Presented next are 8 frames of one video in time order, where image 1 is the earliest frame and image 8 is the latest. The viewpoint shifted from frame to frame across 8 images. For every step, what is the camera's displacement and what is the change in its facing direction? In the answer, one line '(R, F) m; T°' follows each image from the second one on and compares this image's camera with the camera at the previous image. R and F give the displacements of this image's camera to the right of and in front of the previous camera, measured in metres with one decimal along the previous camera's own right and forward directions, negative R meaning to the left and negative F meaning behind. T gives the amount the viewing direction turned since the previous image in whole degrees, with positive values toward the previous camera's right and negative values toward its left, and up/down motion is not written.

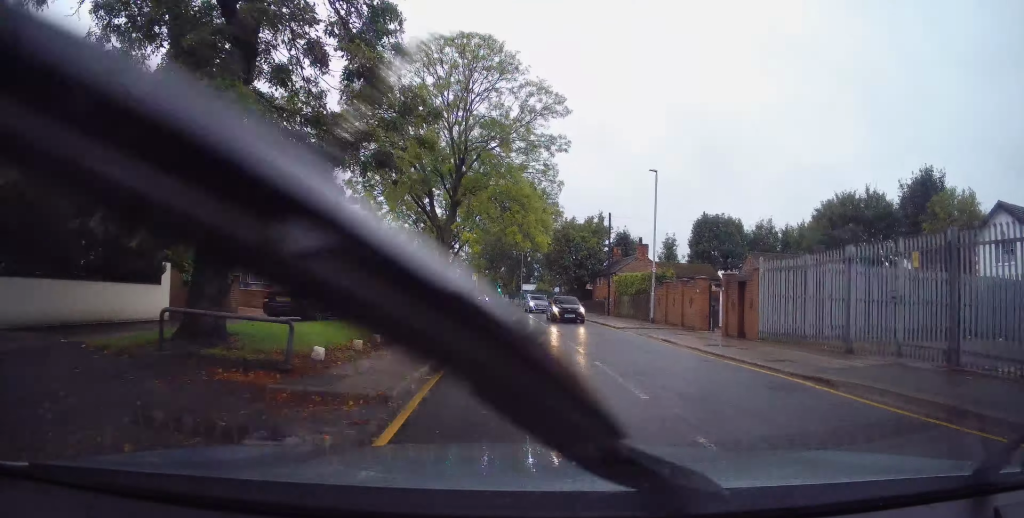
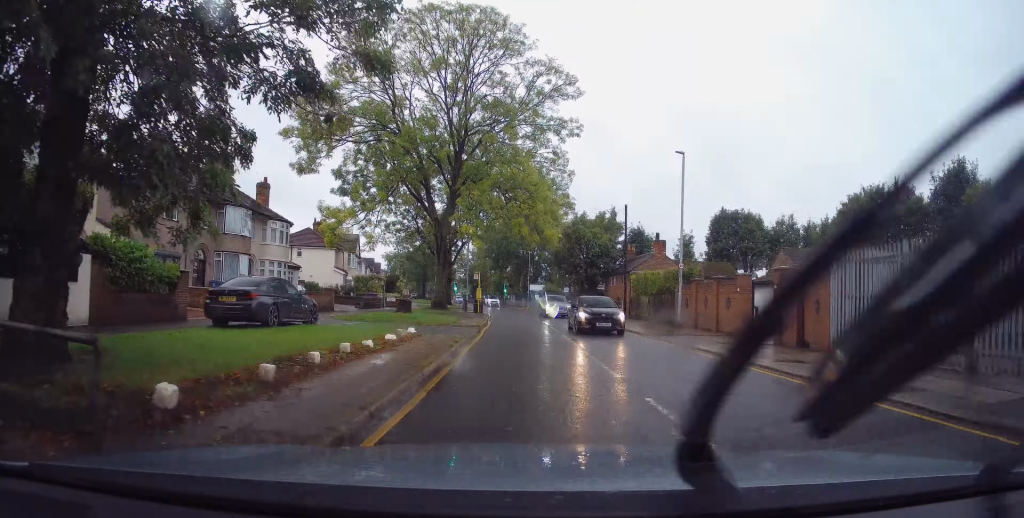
(0.0, +3.9) m; -1°
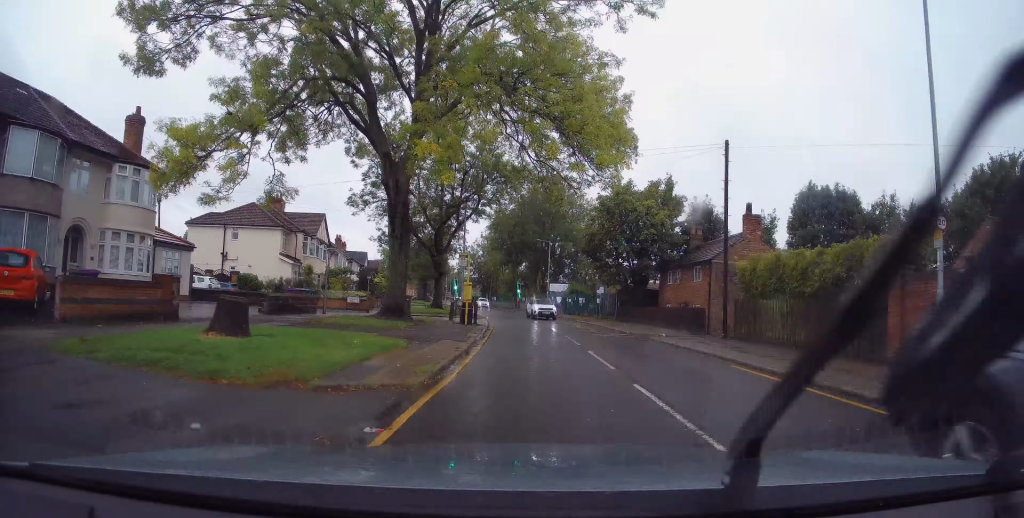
(-0.5, +16.3) m; -1°
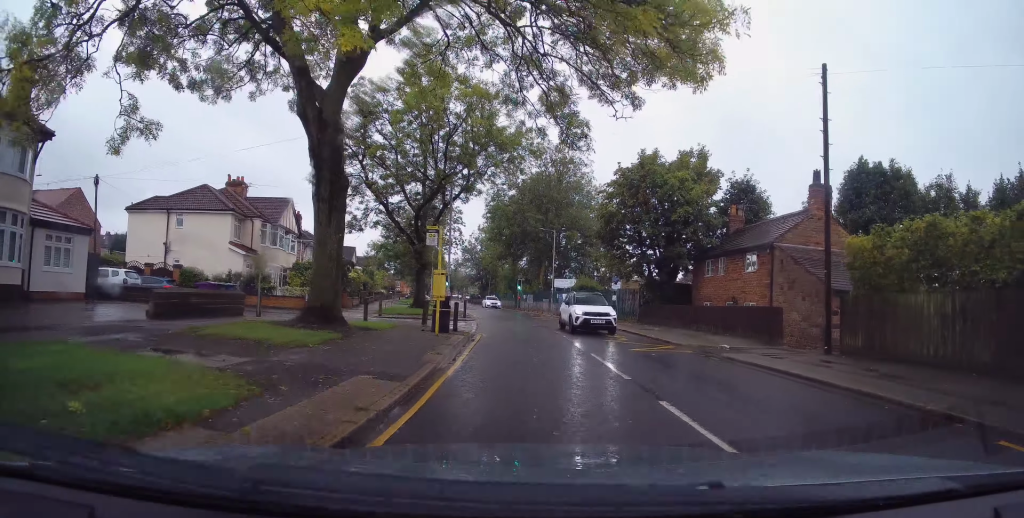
(-0.1, +7.5) m; -1°
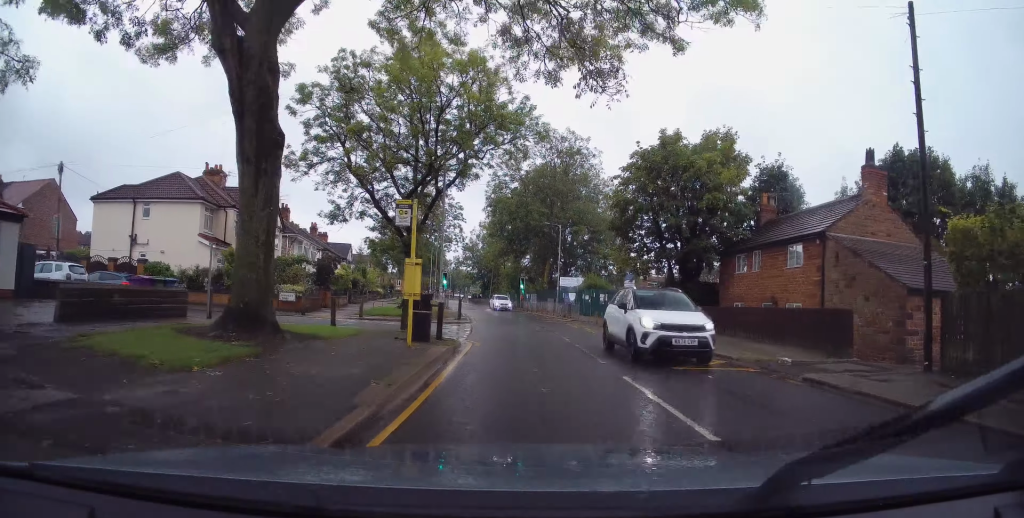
(-0.2, +3.9) m; 0°
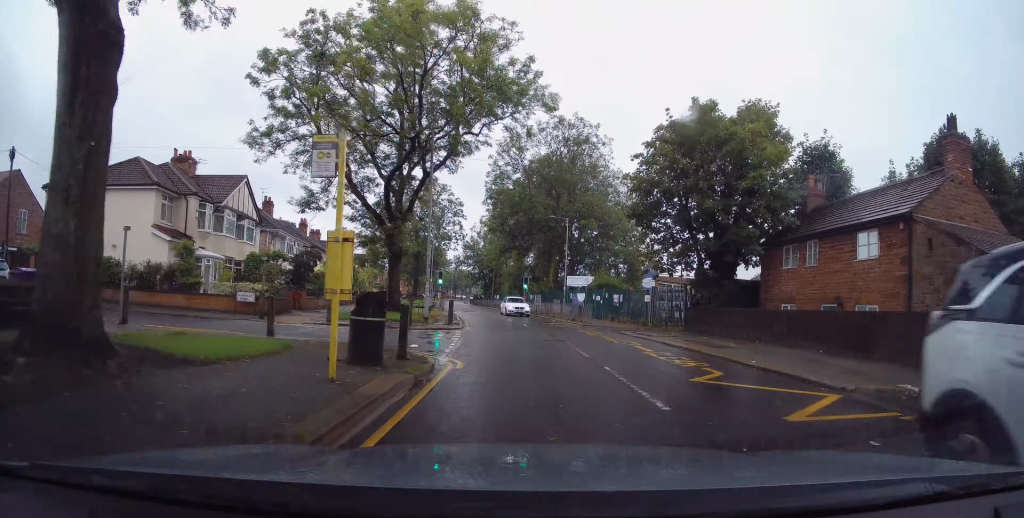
(+0.3, +4.6) m; 0°
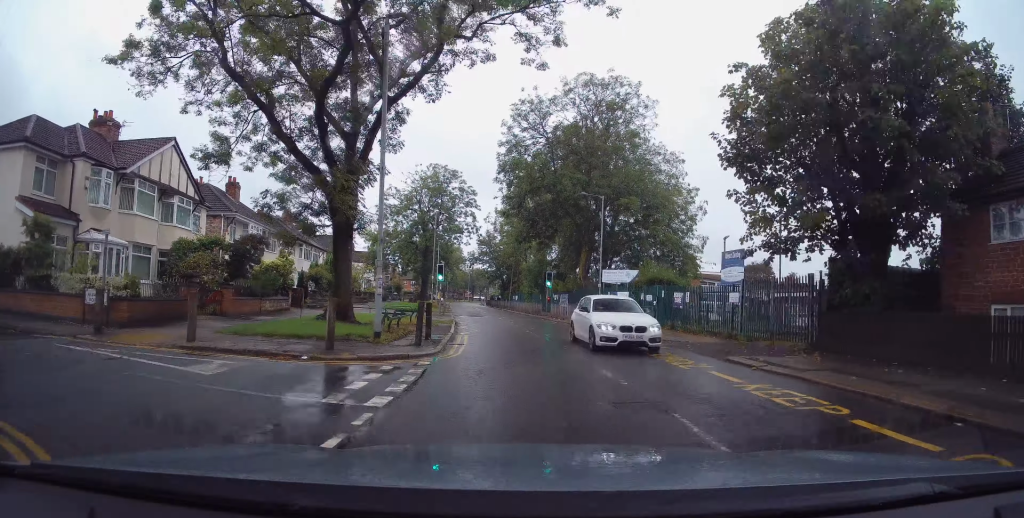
(-0.4, +10.0) m; -5°
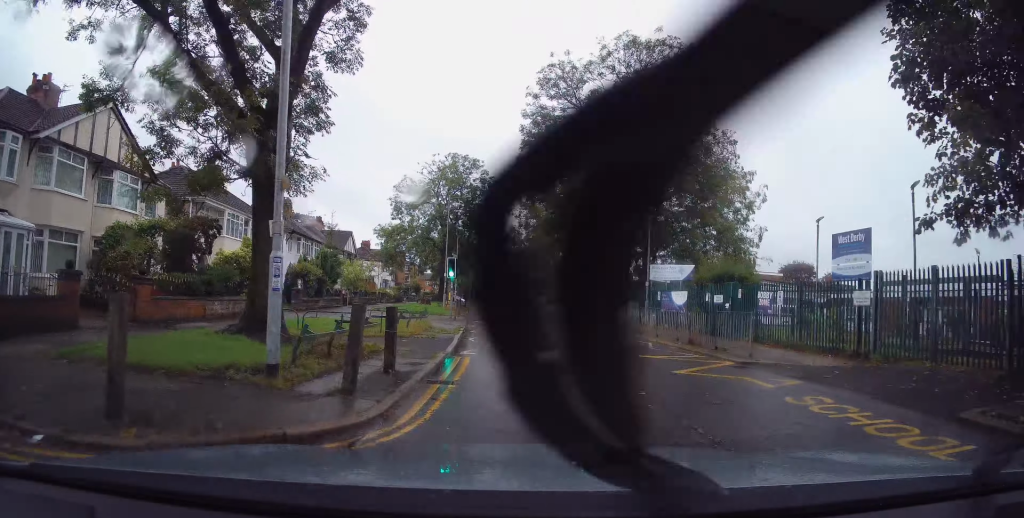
(-0.1, +6.5) m; 0°
